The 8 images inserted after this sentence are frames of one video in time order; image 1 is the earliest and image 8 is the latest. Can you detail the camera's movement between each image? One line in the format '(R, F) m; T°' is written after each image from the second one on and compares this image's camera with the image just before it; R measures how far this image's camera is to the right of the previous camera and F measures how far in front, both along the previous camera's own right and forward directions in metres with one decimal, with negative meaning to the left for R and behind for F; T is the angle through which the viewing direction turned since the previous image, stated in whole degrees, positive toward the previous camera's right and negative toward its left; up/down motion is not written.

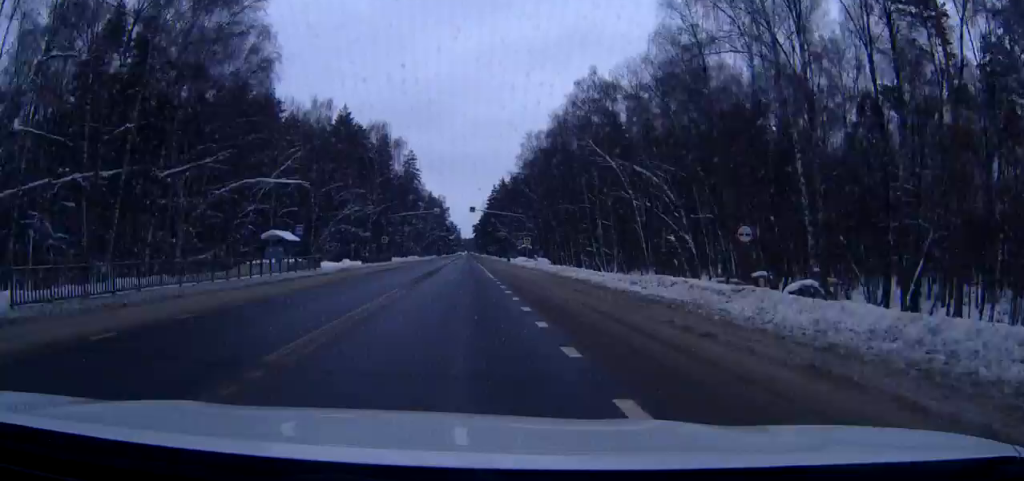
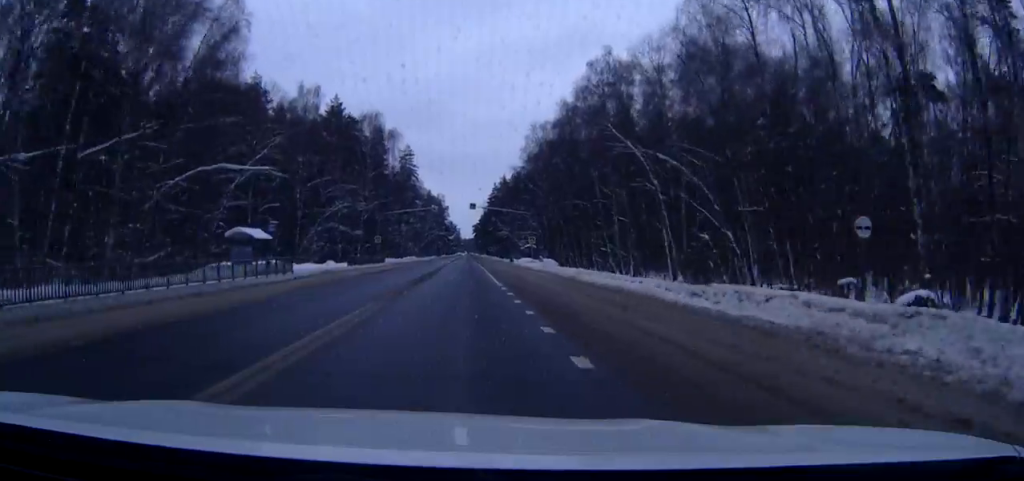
(+0.1, +8.9) m; 0°
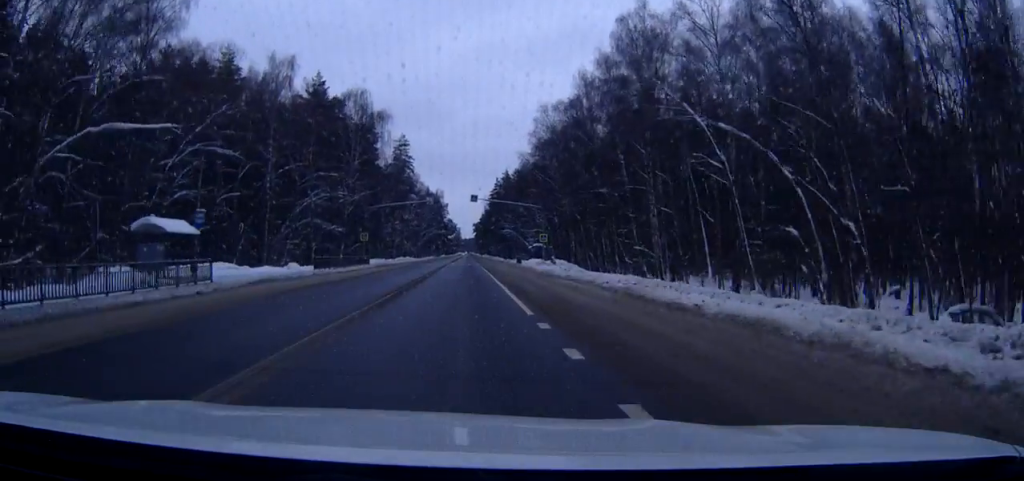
(0.0, +15.1) m; 0°
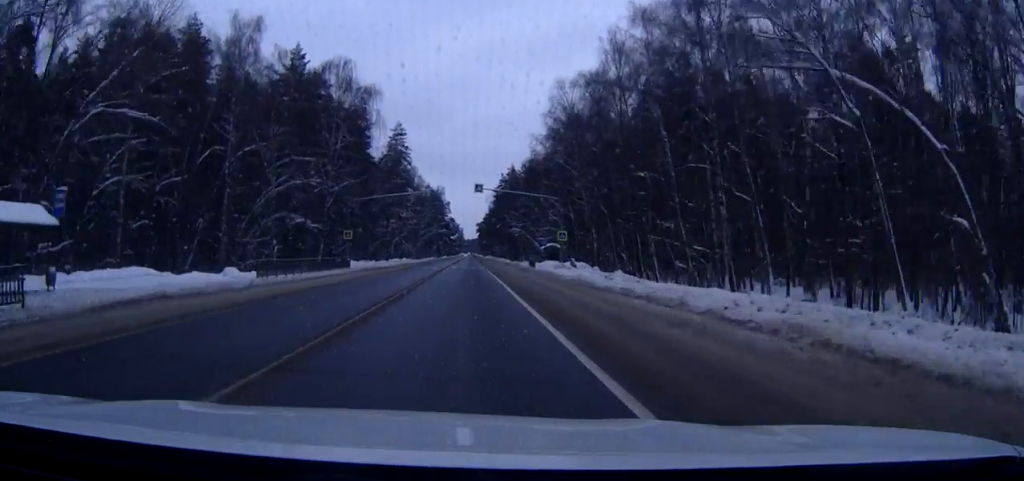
(0.0, +15.1) m; 0°
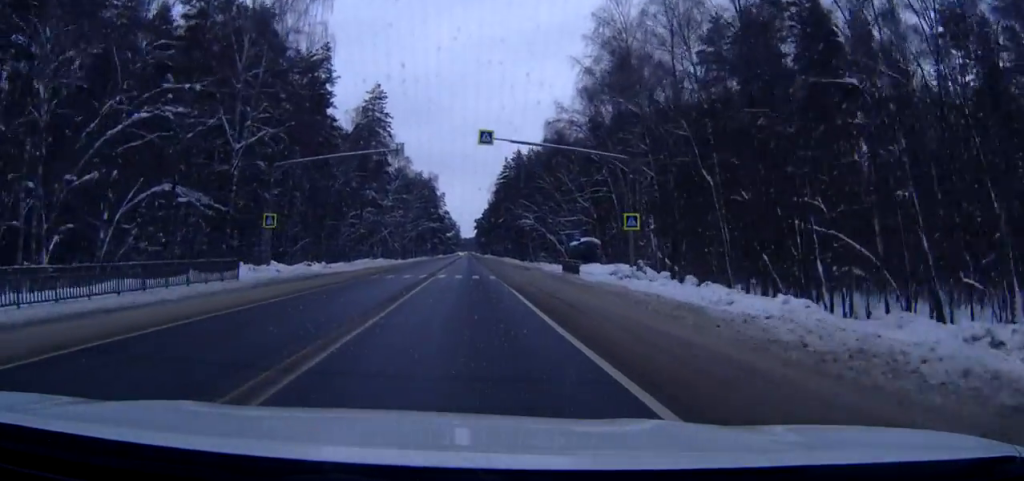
(0.0, +31.7) m; 0°
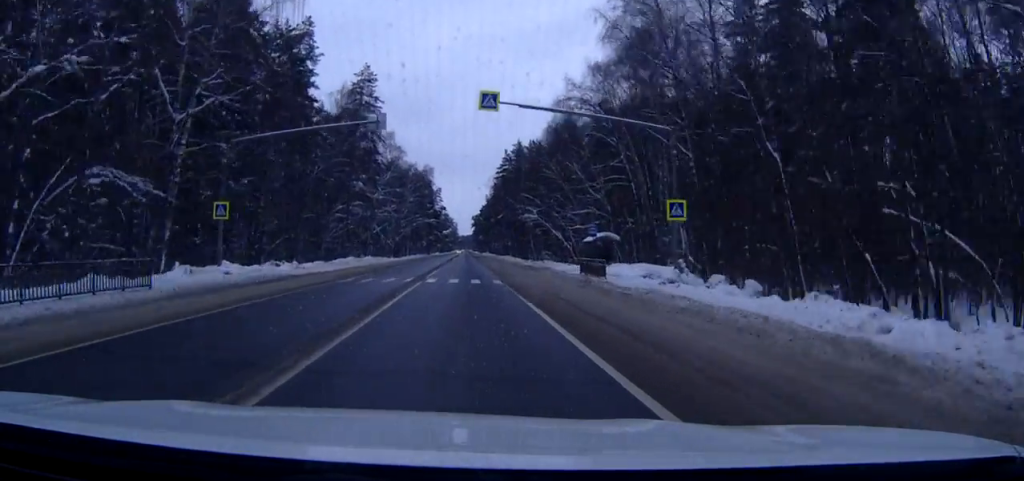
(0.0, +9.7) m; 0°
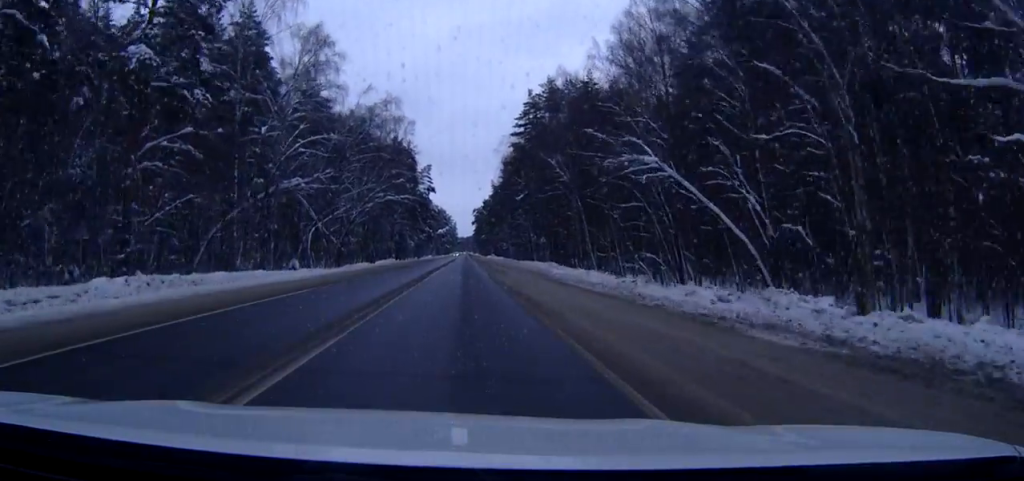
(-0.4, +64.2) m; -1°
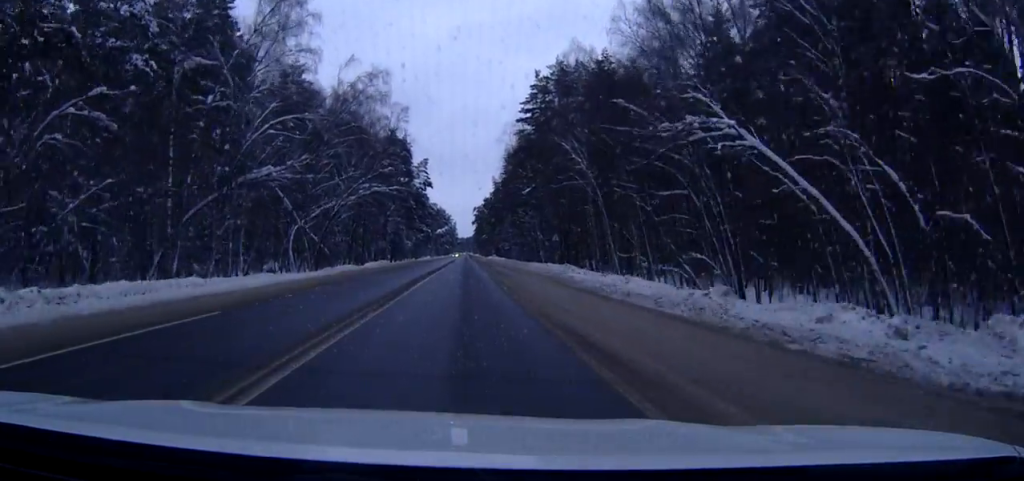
(0.0, +11.2) m; 0°
